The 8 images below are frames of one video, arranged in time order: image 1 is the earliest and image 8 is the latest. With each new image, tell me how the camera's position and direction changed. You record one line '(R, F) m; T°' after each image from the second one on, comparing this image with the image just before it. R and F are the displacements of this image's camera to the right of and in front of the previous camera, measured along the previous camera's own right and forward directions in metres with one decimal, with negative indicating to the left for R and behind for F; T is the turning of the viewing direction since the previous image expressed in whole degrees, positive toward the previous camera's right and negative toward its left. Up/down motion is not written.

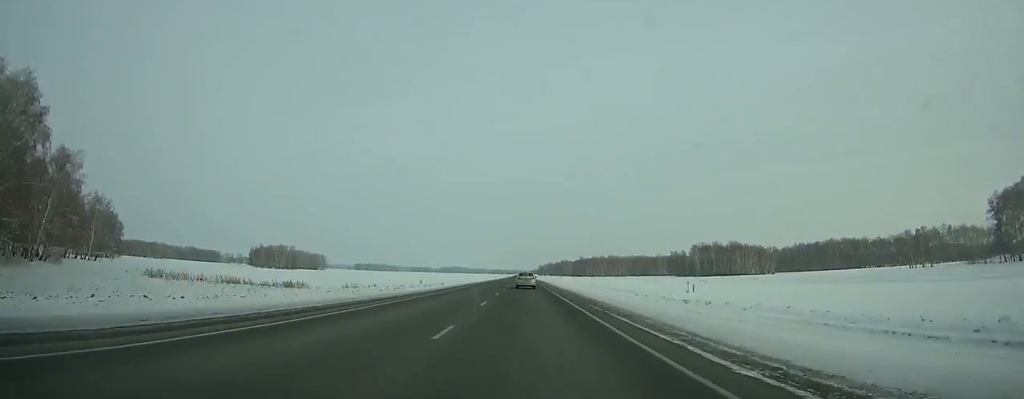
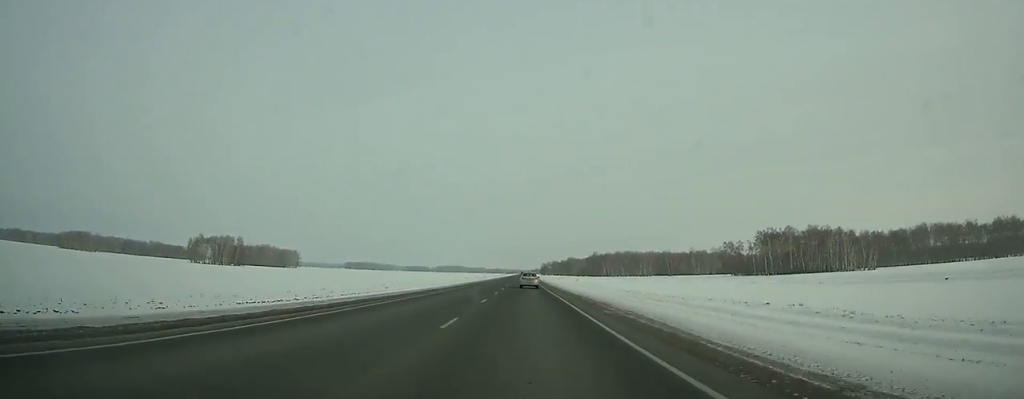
(+0.1, +103.3) m; 0°
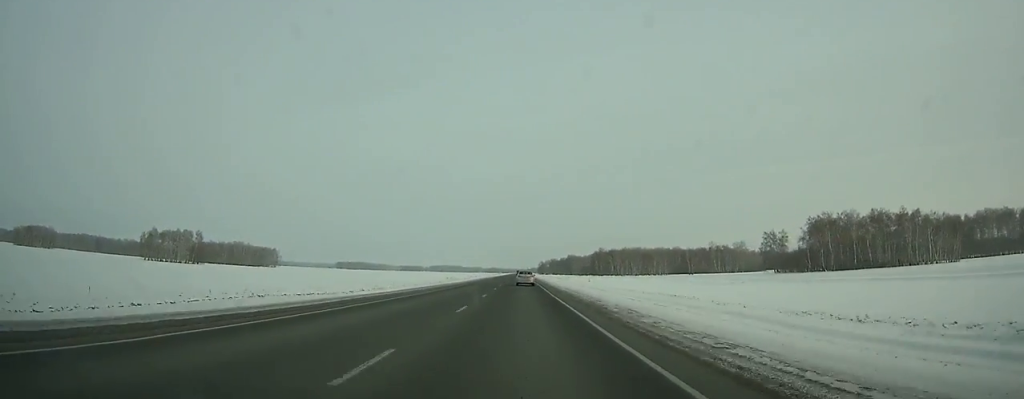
(+0.2, +56.3) m; 0°
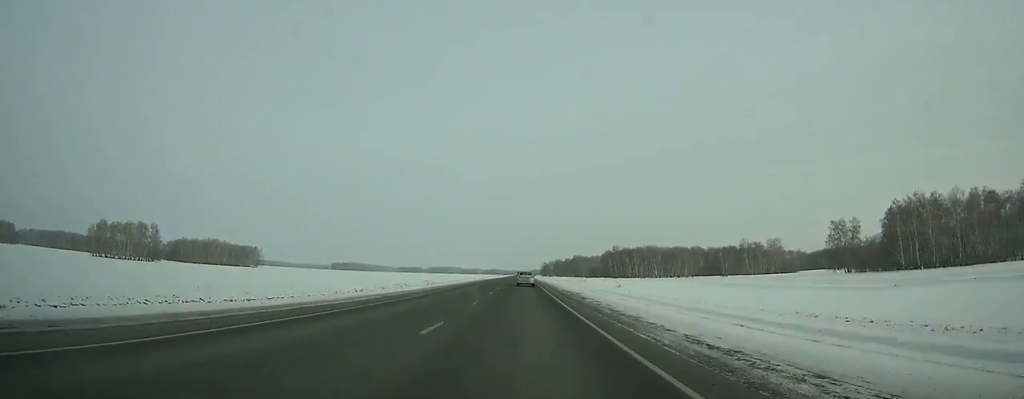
(0.0, +54.0) m; 0°
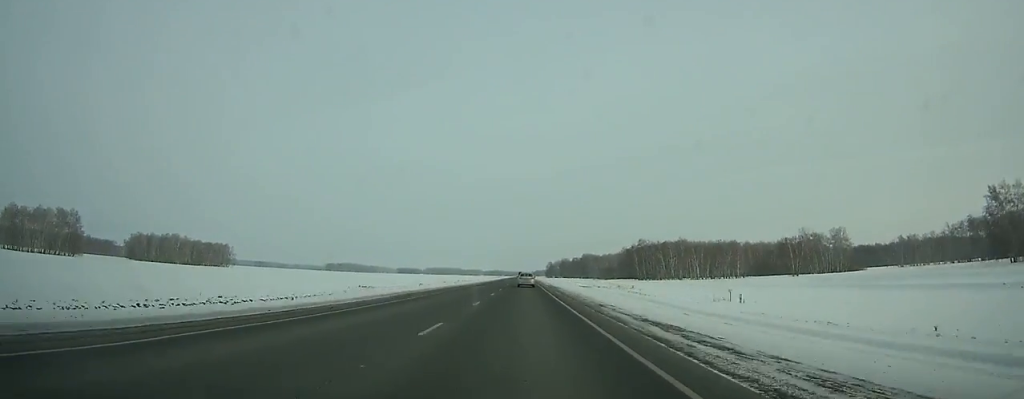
(0.0, +74.4) m; 0°
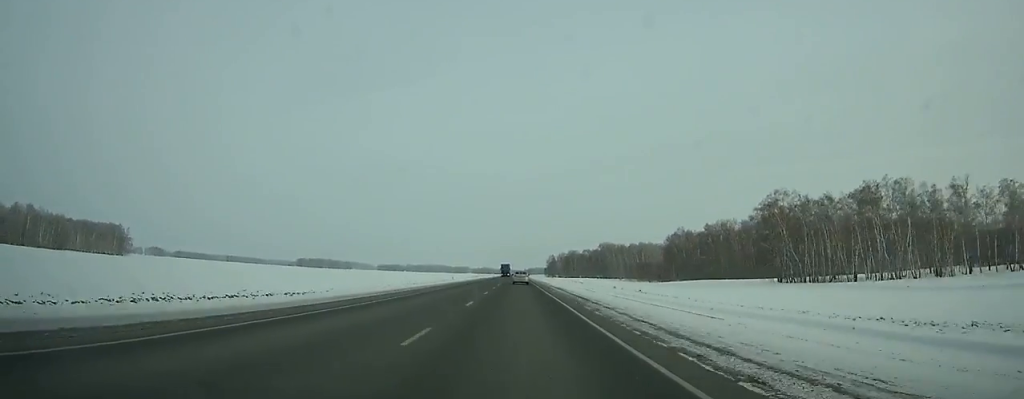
(-0.5, +158.5) m; 0°
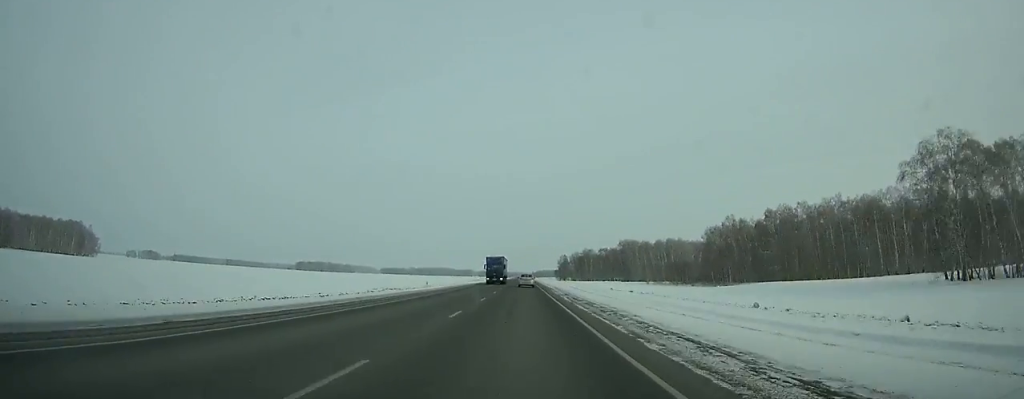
(+0.1, +52.6) m; 0°
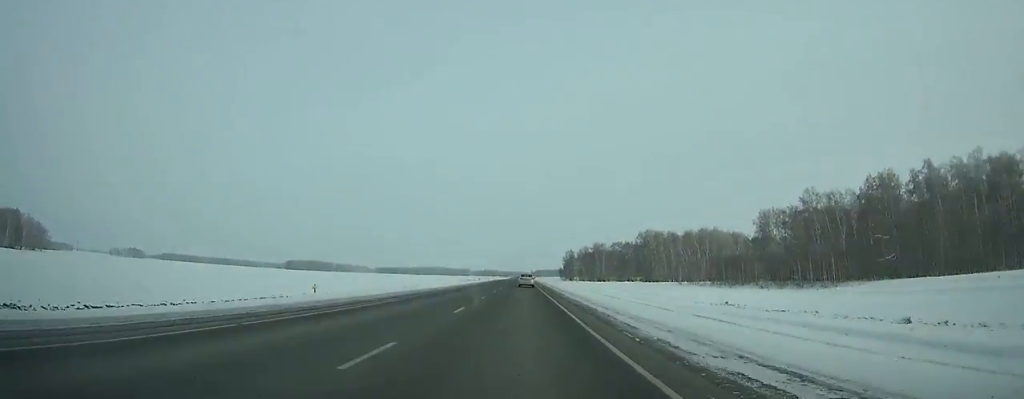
(-0.1, +58.5) m; 0°
